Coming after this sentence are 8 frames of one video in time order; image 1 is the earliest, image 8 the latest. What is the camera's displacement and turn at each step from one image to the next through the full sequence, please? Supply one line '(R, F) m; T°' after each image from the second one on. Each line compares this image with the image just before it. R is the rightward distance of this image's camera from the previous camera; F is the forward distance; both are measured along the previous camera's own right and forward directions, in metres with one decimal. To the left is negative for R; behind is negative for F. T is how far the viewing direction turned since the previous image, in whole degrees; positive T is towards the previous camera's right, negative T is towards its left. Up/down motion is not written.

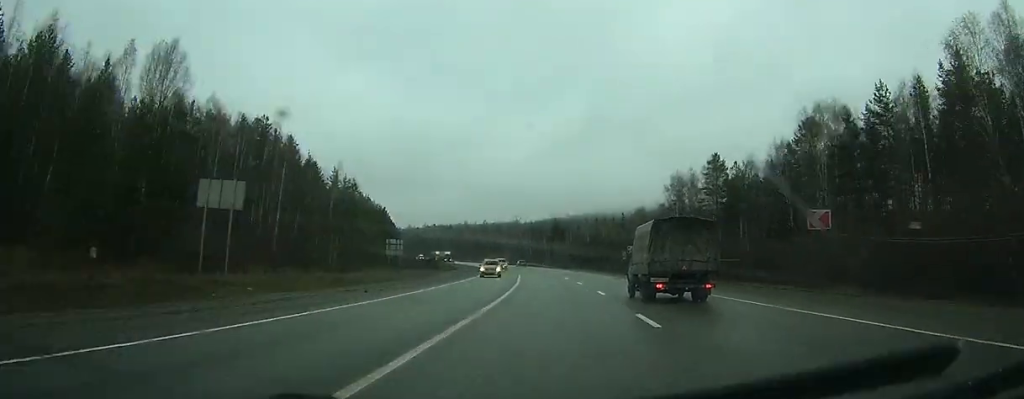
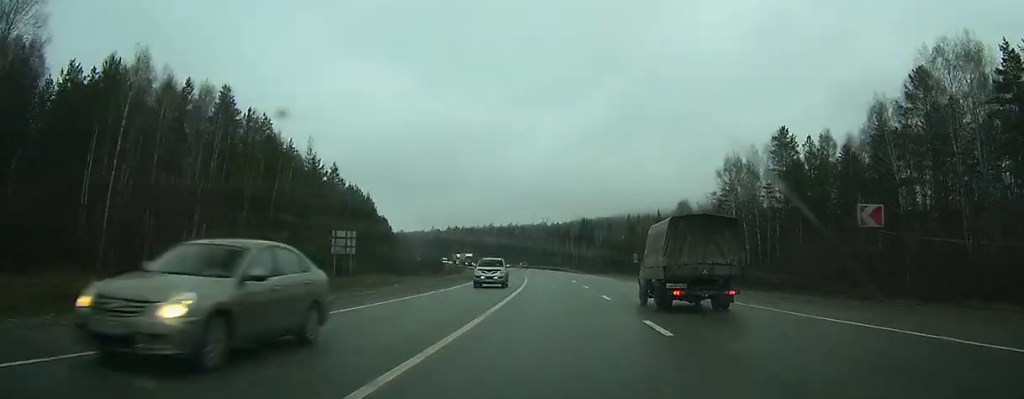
(-0.4, +24.4) m; -3°
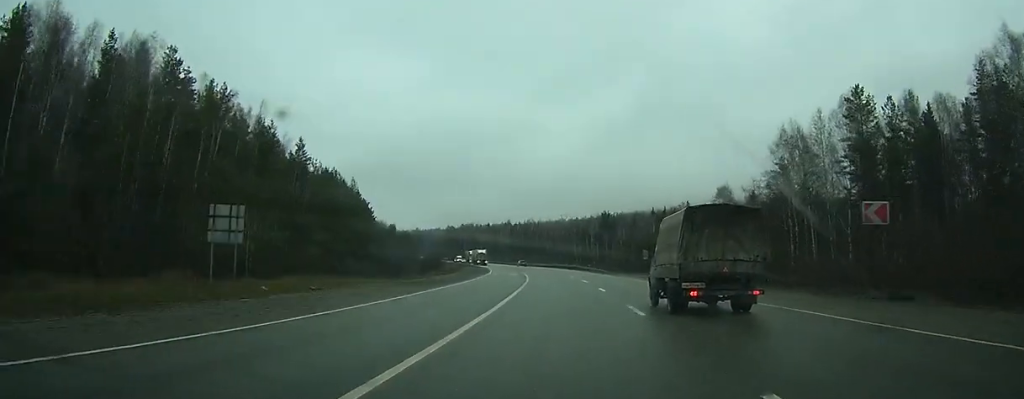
(-0.5, +19.9) m; -2°
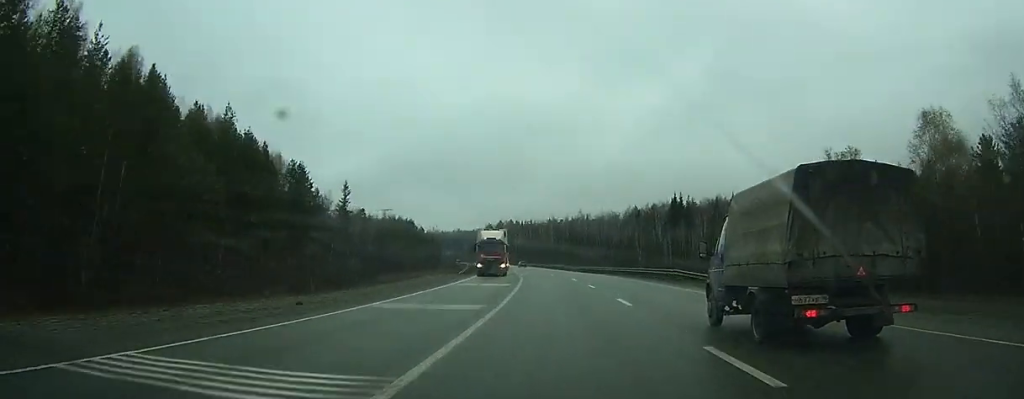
(-2.4, +55.8) m; -5°
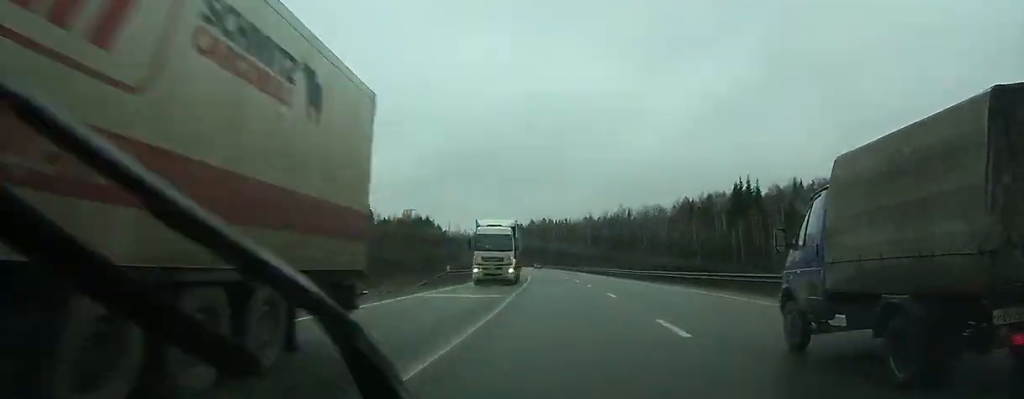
(-1.0, +31.4) m; -3°
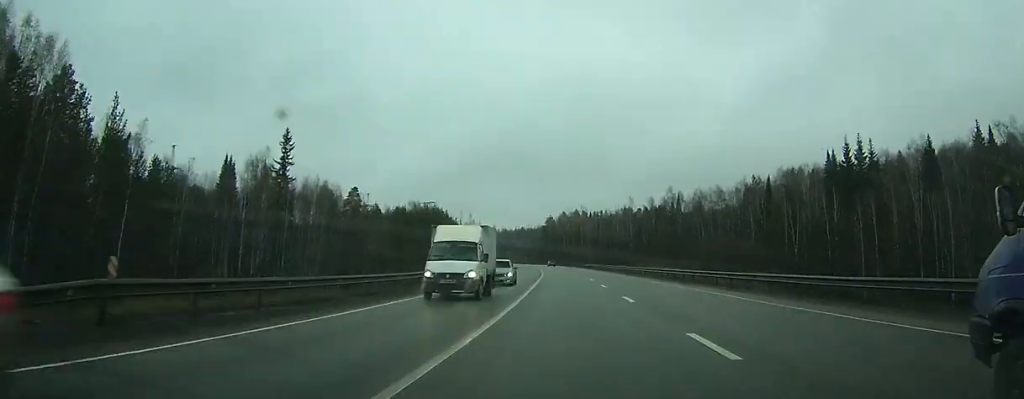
(-1.0, +38.0) m; -3°
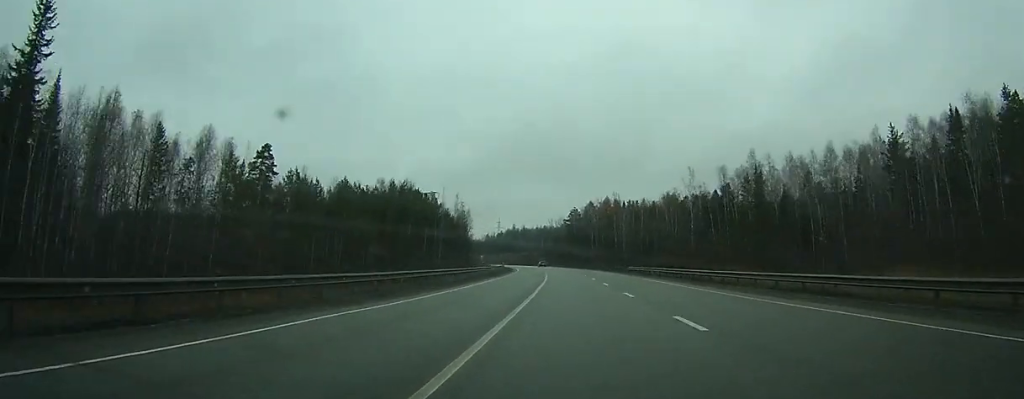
(-1.8, +56.3) m; -3°
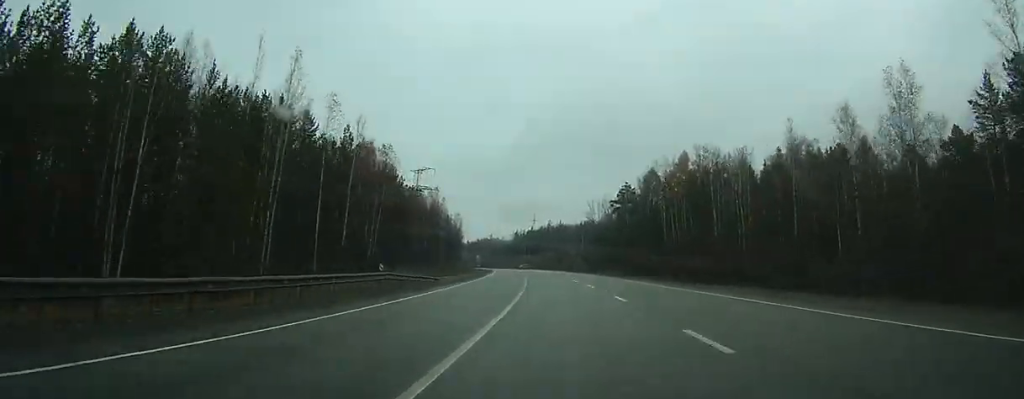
(-2.6, +85.3) m; -4°
